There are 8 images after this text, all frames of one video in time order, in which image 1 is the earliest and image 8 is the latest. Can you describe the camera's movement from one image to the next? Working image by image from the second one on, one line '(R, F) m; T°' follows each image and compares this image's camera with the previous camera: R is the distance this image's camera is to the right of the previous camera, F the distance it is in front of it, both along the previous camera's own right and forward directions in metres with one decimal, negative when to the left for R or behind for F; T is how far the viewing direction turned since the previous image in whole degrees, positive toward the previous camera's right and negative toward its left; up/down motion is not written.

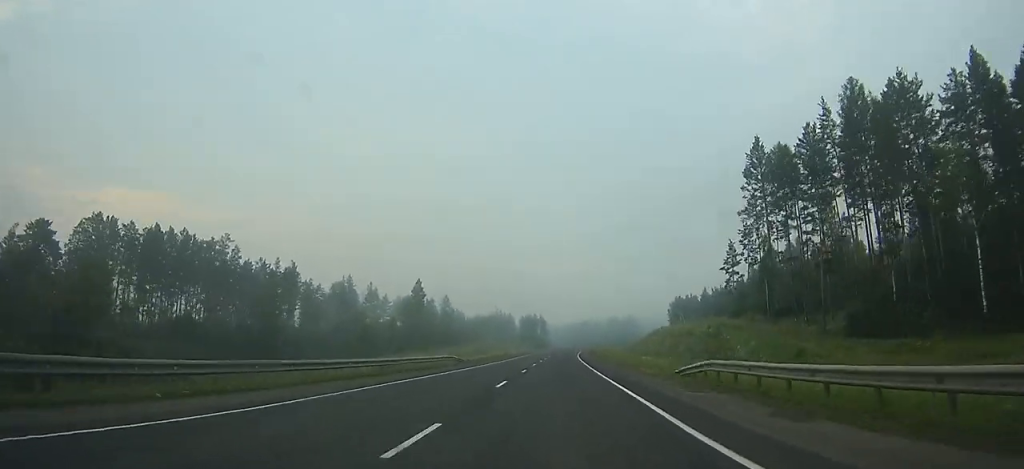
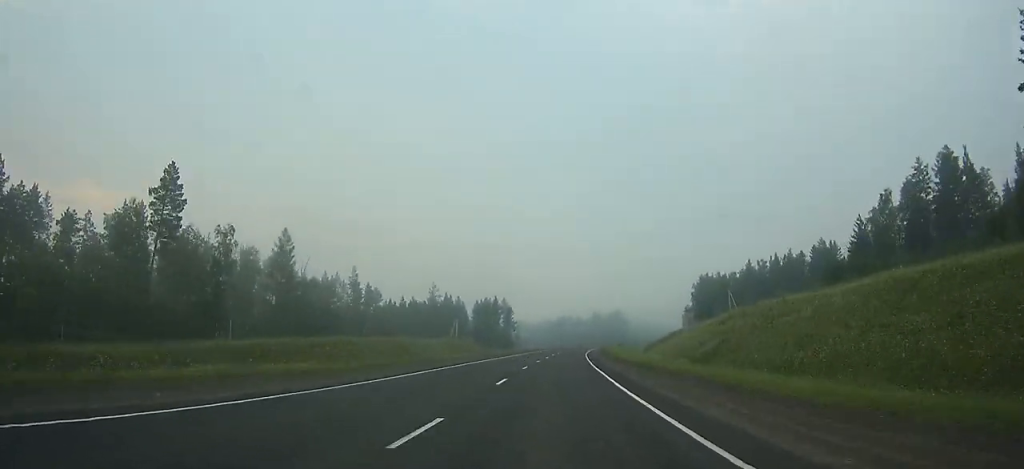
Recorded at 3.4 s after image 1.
(+1.5, +90.9) m; +3°
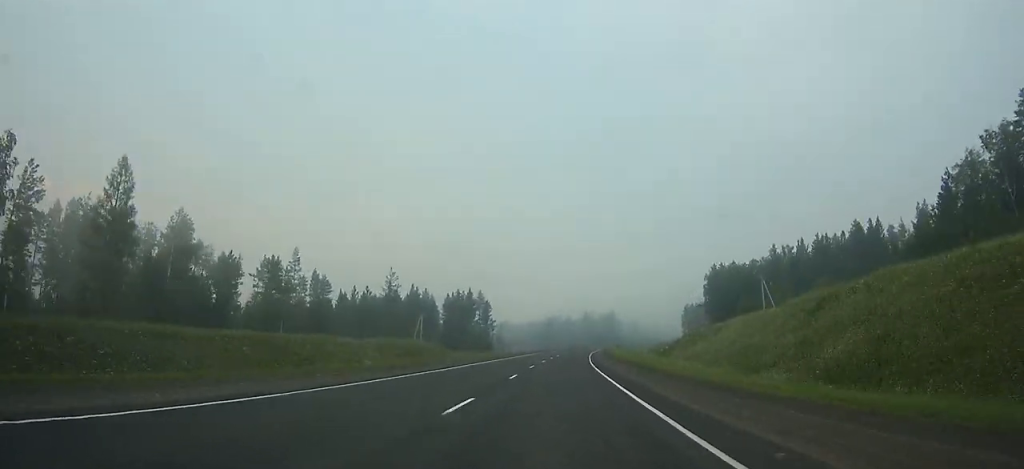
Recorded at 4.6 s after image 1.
(+0.2, +31.6) m; +1°
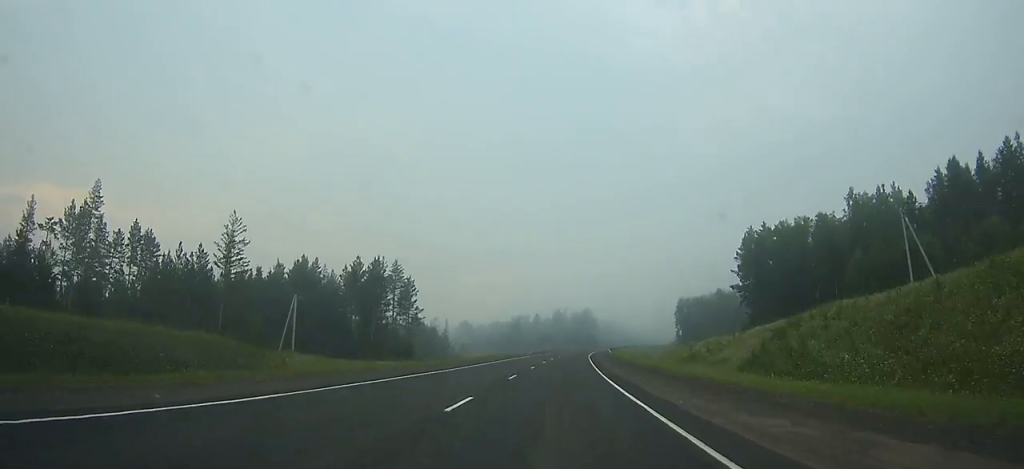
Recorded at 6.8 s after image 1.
(+1.3, +57.2) m; +2°
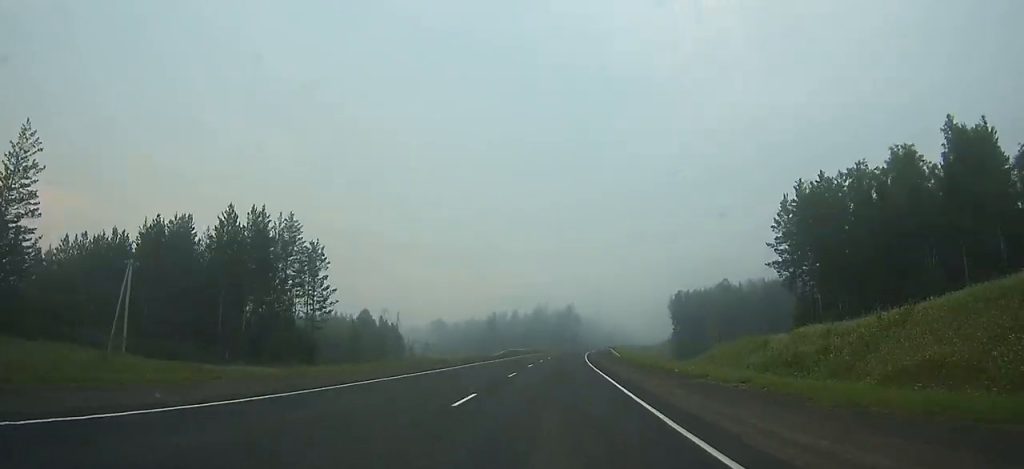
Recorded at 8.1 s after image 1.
(+0.7, +34.7) m; +1°
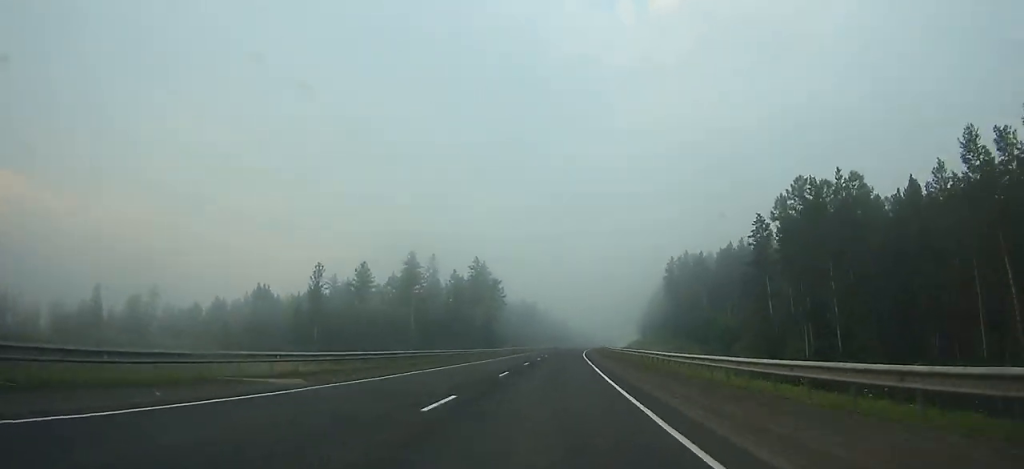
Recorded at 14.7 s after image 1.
(+10.7, +174.1) m; +7°
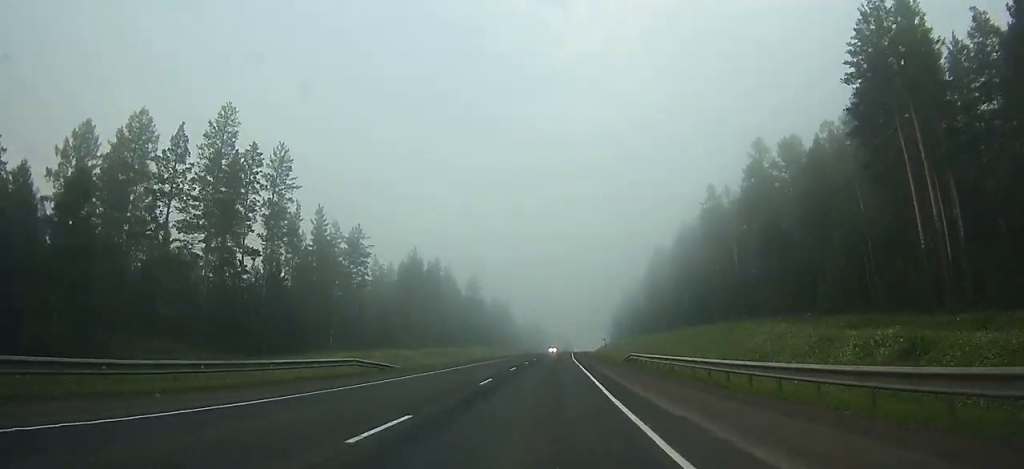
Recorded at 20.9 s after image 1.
(+6.6, +155.0) m; +4°
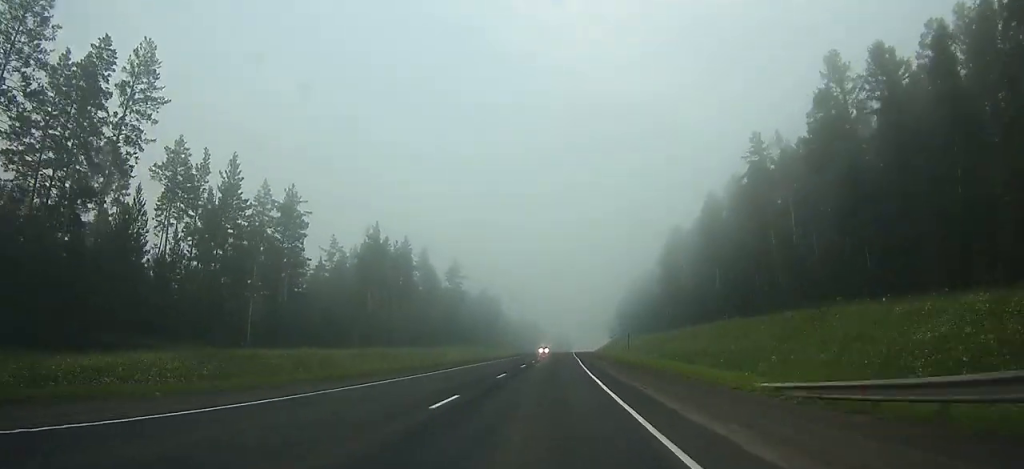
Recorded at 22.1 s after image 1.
(0.0, +29.8) m; 0°
